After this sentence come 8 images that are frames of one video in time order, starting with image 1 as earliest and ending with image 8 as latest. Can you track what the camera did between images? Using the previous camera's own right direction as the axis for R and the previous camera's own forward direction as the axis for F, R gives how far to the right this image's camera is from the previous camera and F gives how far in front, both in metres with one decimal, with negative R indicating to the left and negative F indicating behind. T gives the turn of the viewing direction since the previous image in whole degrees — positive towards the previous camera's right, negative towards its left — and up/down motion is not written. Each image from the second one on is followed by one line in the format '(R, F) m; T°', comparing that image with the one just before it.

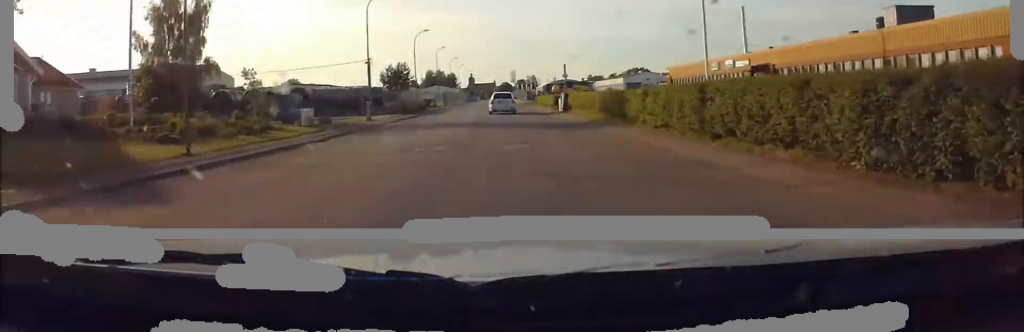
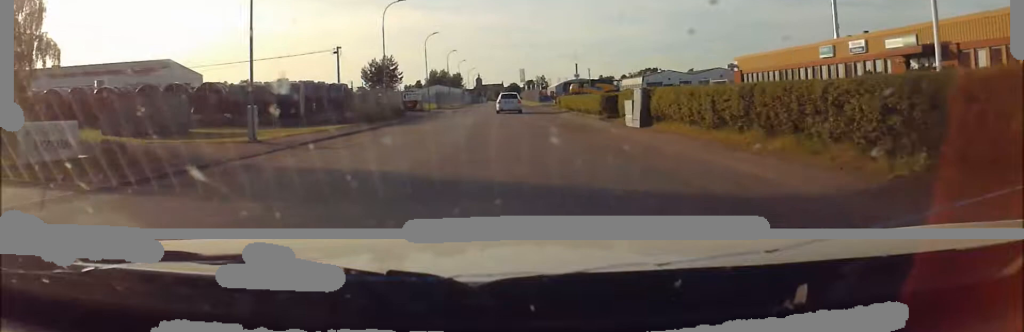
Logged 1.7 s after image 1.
(0.0, +22.9) m; 0°
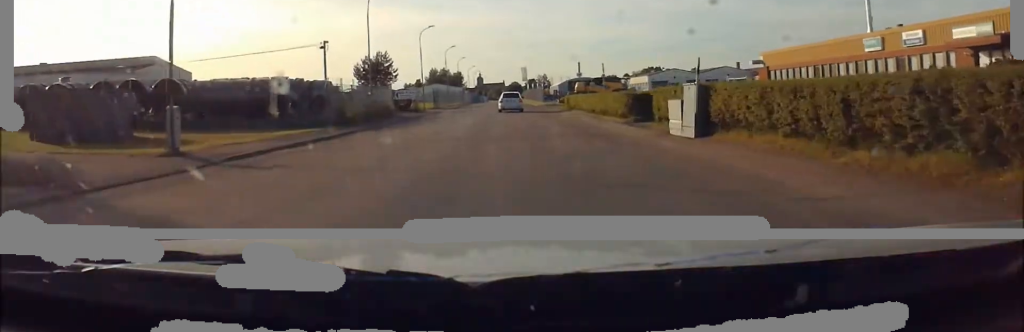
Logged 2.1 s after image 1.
(0.0, +5.8) m; 0°
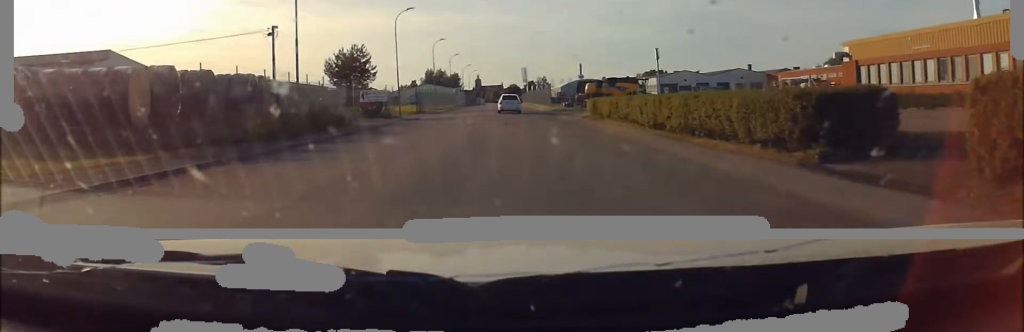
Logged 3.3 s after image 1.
(+0.1, +15.9) m; +1°
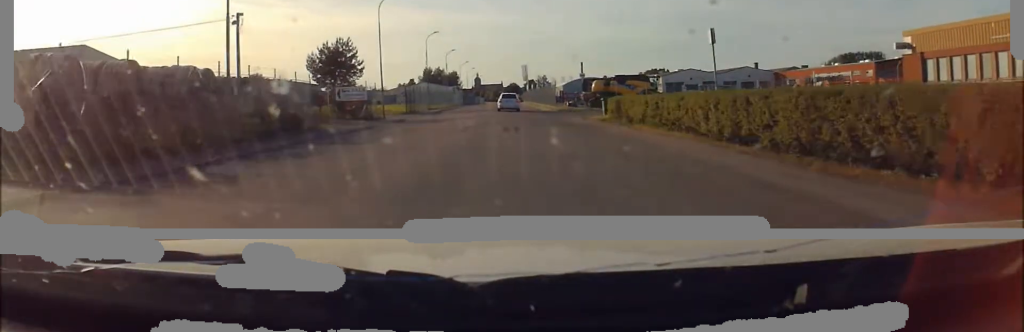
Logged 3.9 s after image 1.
(0.0, +7.8) m; 0°
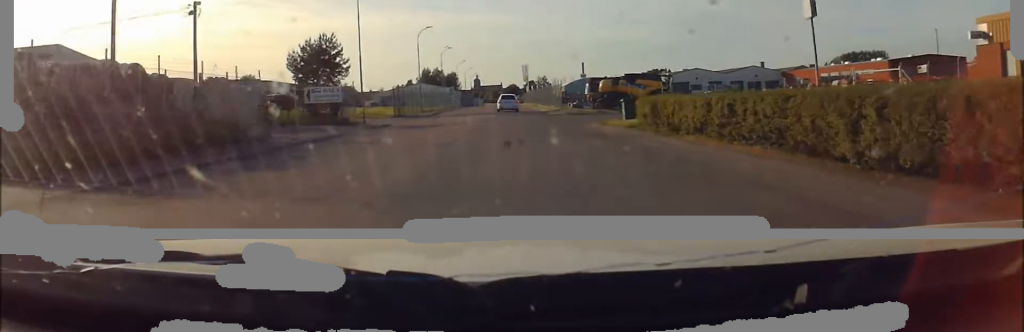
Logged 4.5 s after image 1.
(+0.1, +7.1) m; 0°
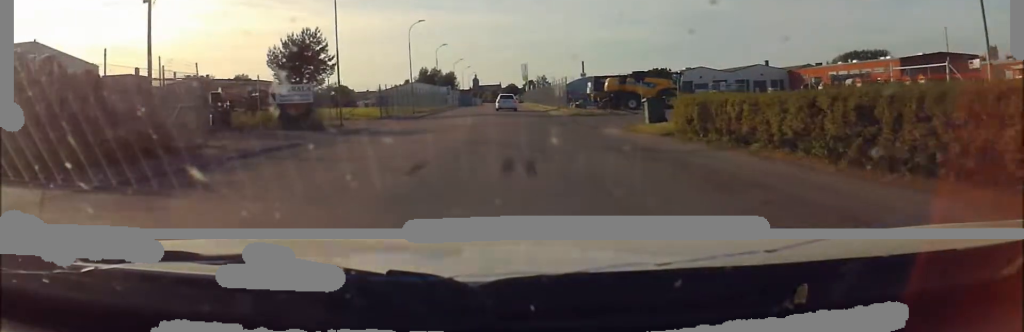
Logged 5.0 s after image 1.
(+0.1, +5.8) m; 0°
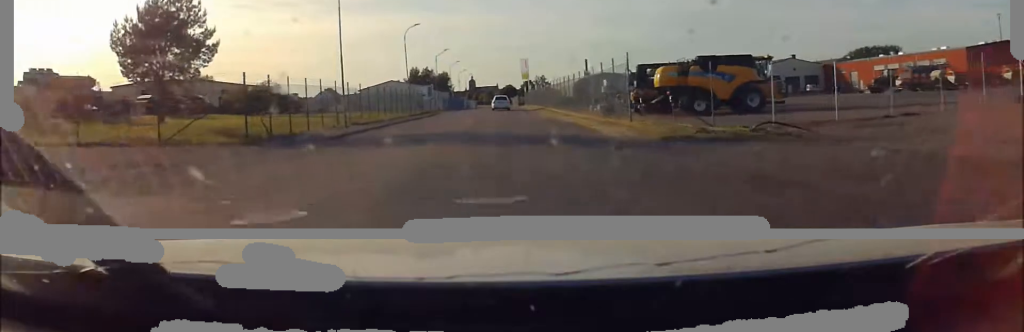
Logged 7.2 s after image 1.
(-0.4, +26.7) m; -1°
